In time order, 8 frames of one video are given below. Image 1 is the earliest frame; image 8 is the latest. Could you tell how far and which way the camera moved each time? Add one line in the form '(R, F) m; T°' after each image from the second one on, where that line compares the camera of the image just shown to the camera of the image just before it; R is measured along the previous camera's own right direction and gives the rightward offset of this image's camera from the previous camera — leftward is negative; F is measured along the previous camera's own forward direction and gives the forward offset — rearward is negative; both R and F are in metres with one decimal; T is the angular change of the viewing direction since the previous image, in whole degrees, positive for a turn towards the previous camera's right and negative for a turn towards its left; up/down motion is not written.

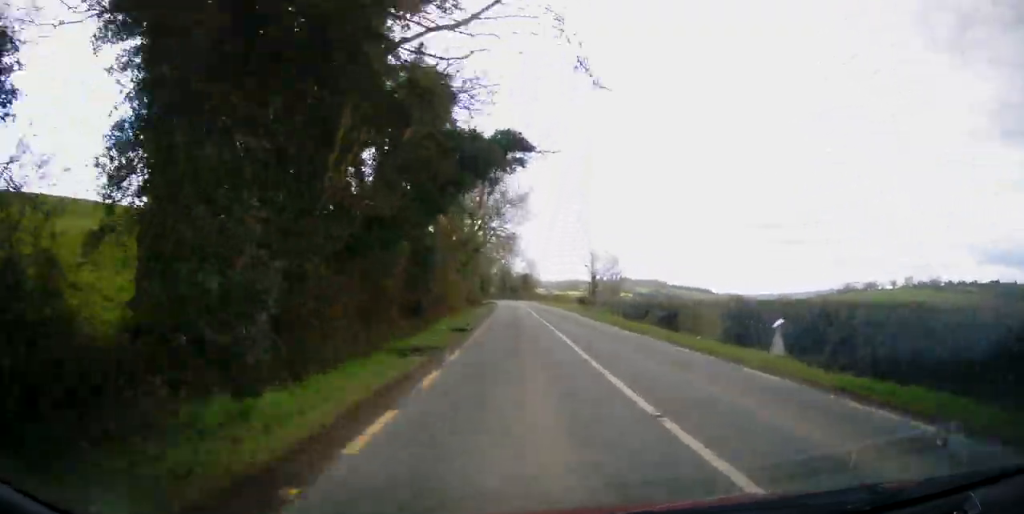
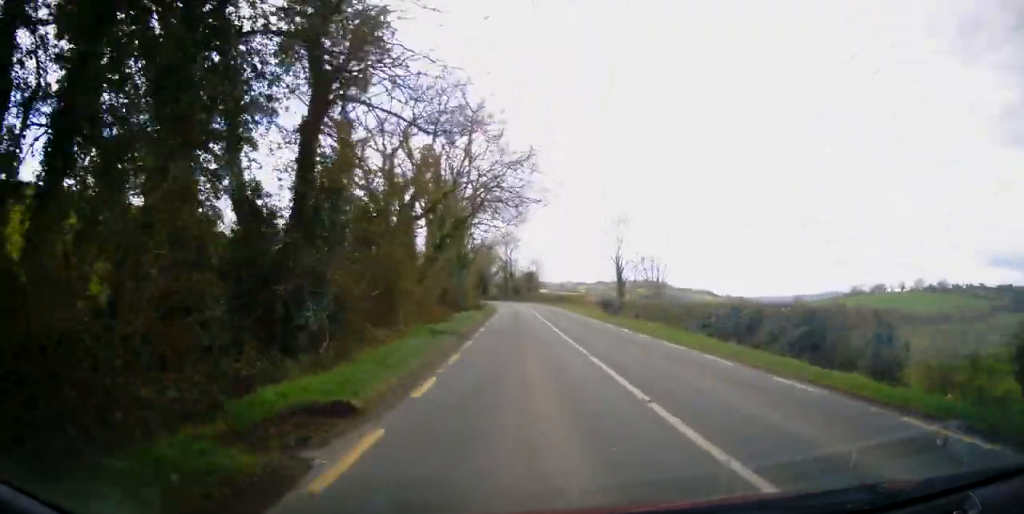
(0.0, +16.8) m; 0°
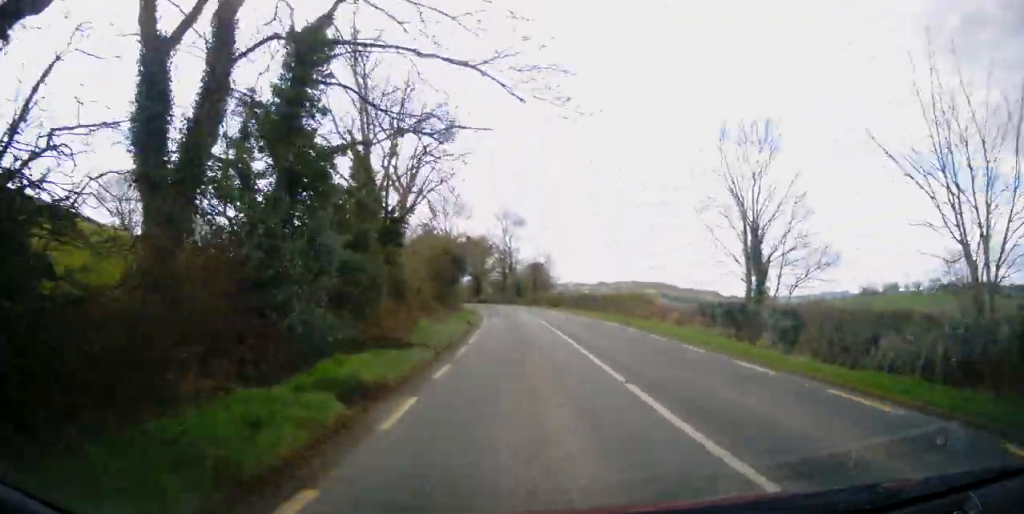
(0.0, +33.5) m; 0°
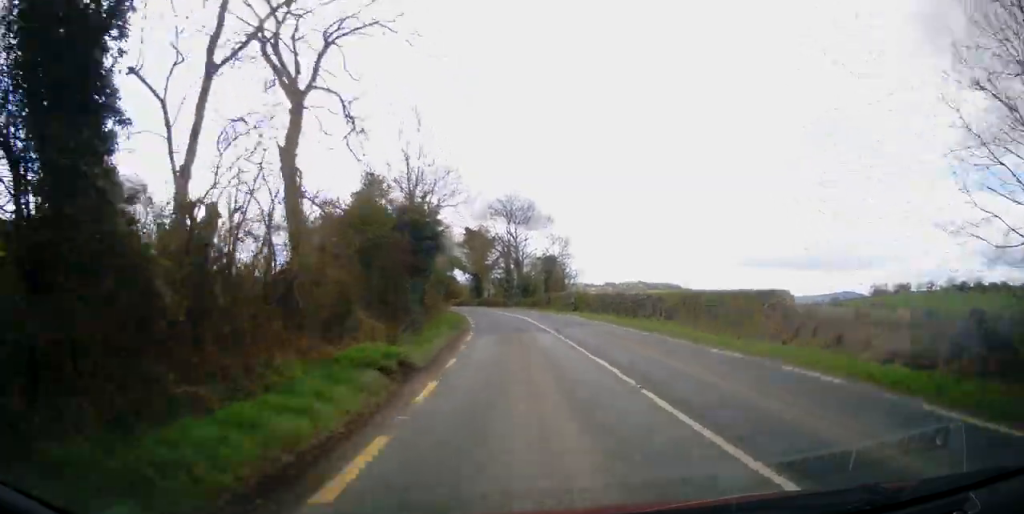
(0.0, +18.0) m; -1°
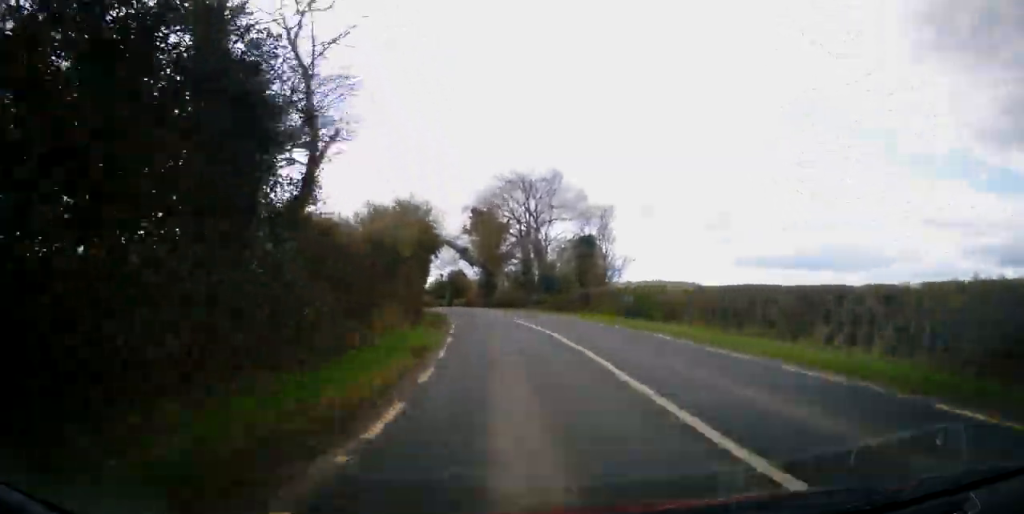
(-0.2, +19.9) m; -1°
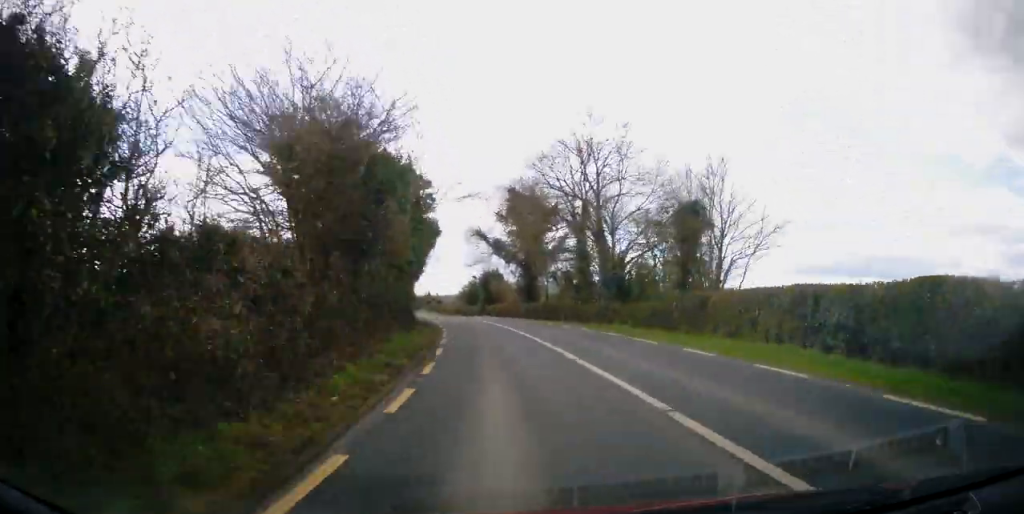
(-0.1, +18.9) m; -3°
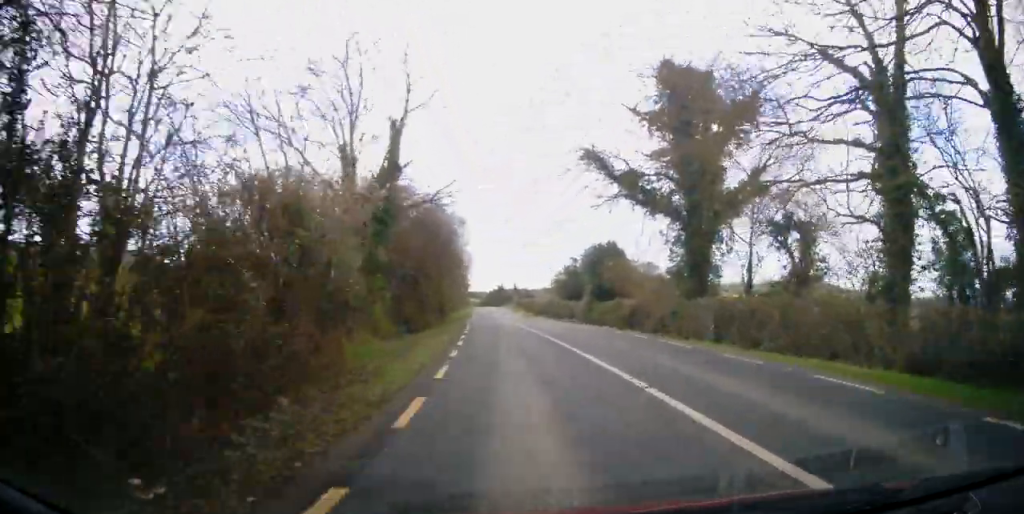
(-3.0, +33.6) m; -9°
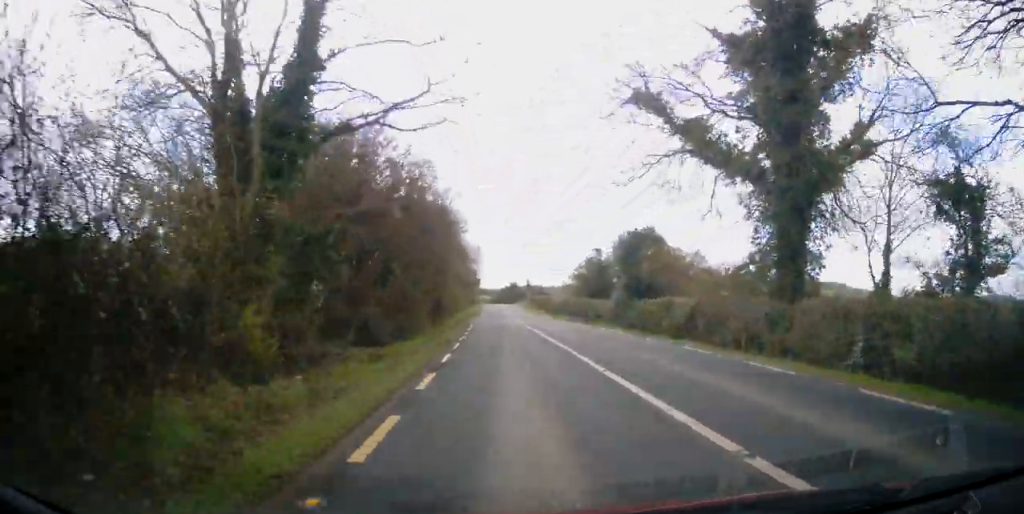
(-0.3, +9.6) m; -2°
